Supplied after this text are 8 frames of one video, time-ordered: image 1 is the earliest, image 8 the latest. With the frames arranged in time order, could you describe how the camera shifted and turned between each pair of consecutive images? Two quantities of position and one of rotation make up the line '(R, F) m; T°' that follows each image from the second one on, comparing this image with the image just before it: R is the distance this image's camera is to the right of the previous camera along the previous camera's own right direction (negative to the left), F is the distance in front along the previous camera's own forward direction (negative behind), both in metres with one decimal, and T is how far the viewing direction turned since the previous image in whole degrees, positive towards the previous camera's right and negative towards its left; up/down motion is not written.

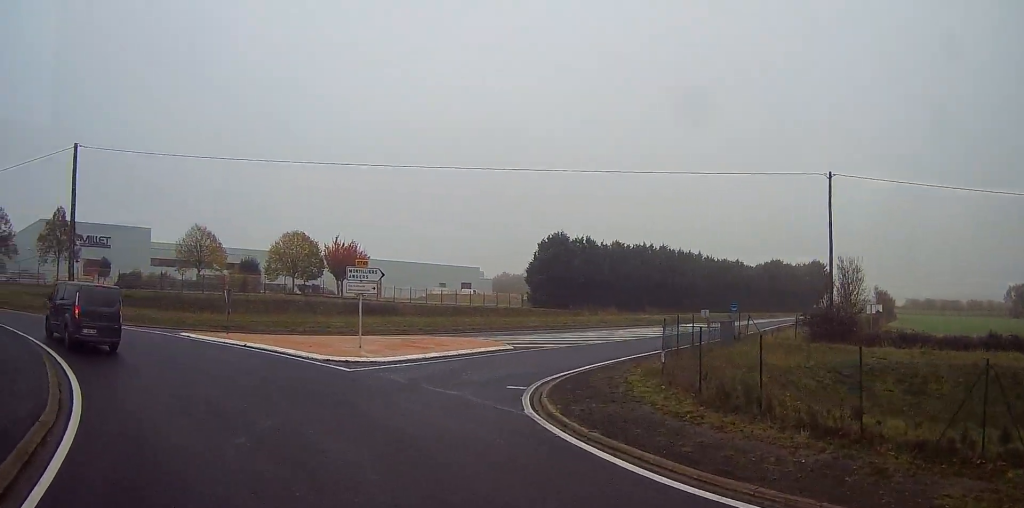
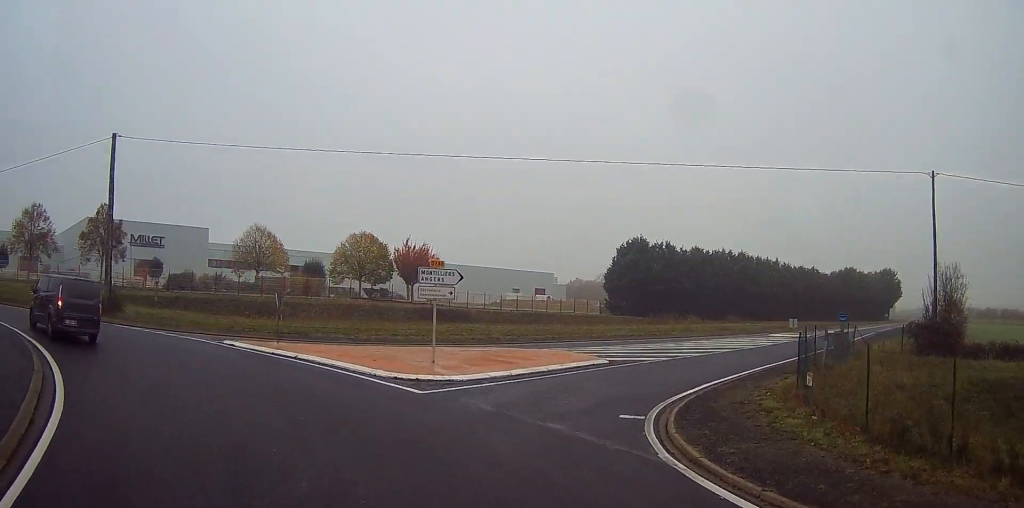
(-0.2, +3.3) m; -2°
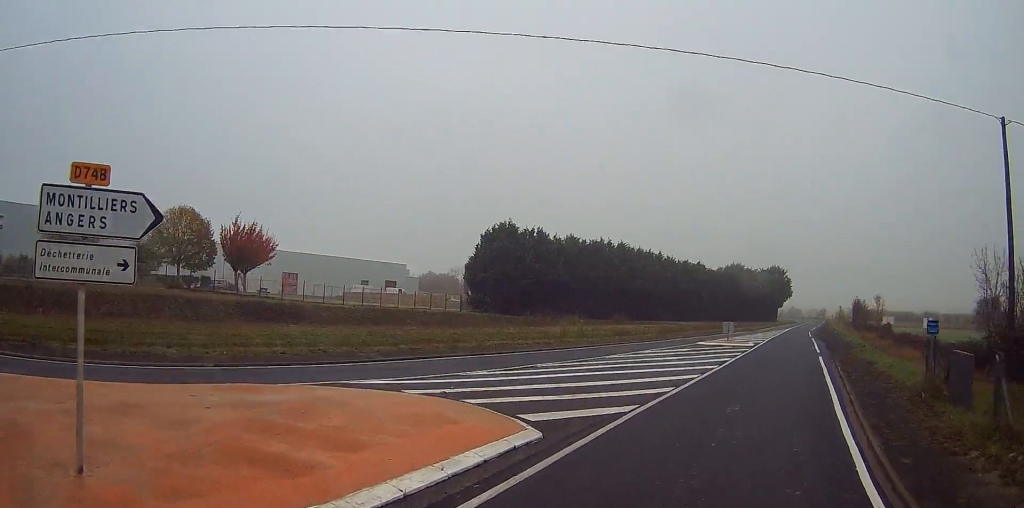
(+2.6, +13.6) m; +21°
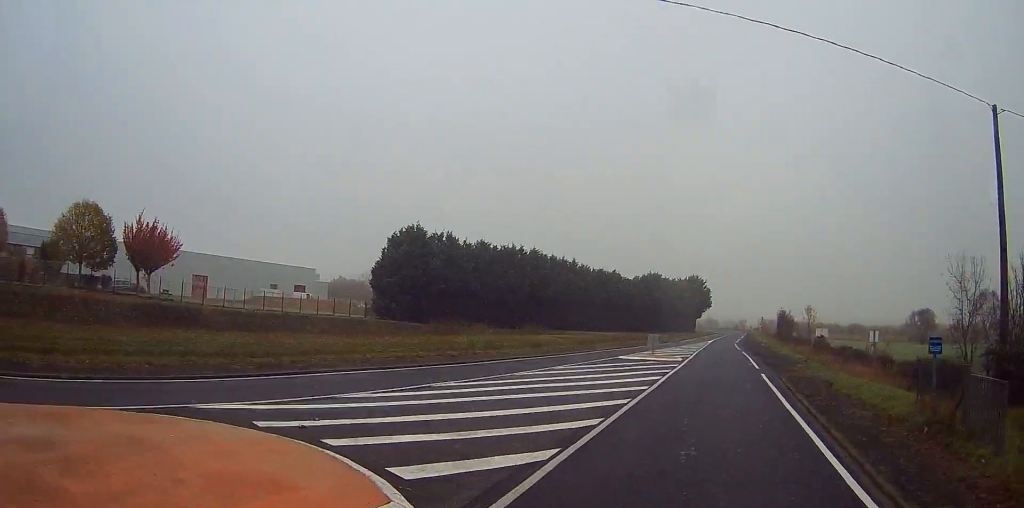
(-0.2, +3.7) m; +4°
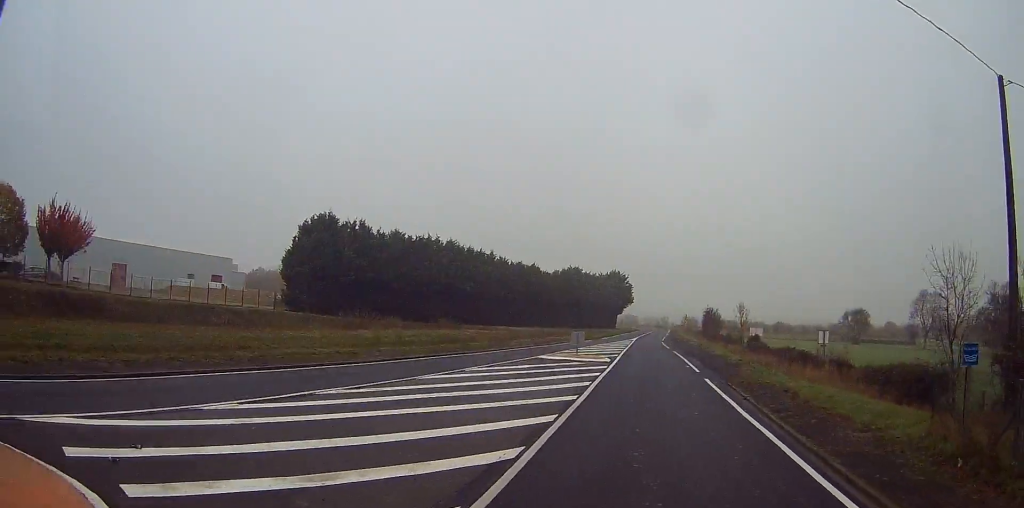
(+0.3, +3.6) m; +6°
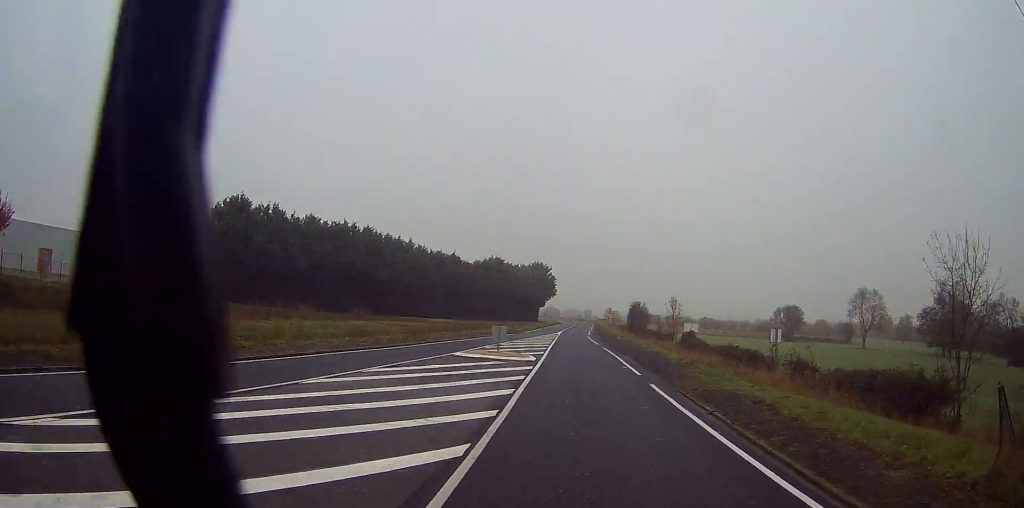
(+0.2, +4.1) m; +8°
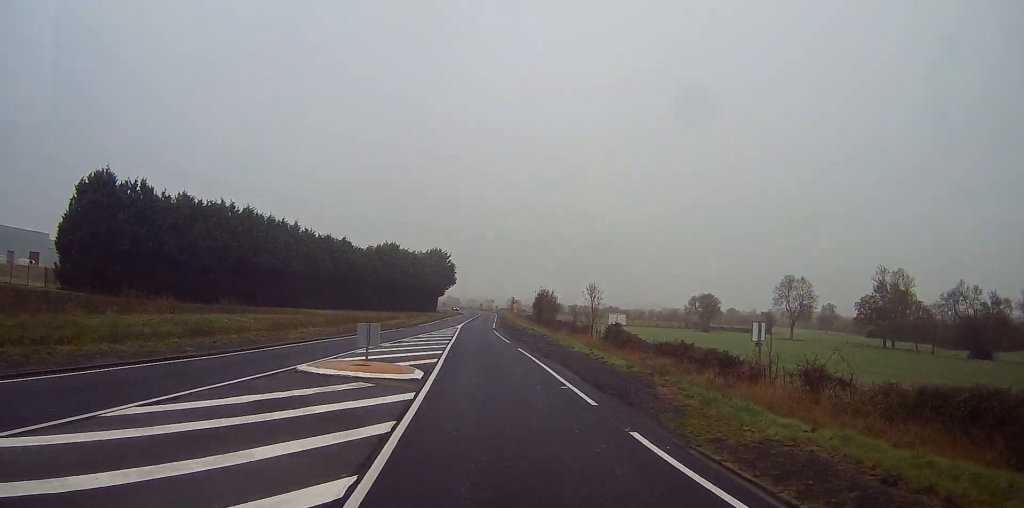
(+1.1, +10.4) m; +7°
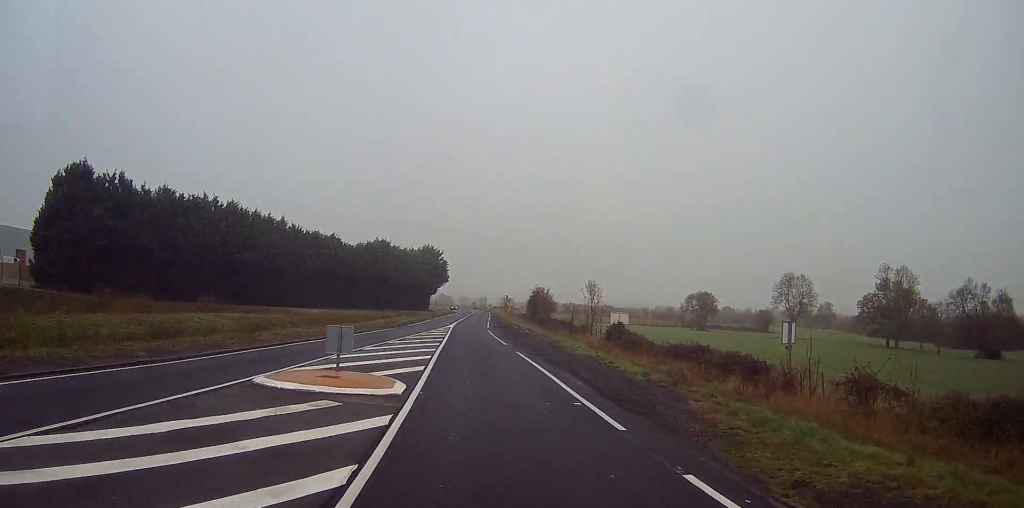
(-0.1, +3.5) m; +1°
